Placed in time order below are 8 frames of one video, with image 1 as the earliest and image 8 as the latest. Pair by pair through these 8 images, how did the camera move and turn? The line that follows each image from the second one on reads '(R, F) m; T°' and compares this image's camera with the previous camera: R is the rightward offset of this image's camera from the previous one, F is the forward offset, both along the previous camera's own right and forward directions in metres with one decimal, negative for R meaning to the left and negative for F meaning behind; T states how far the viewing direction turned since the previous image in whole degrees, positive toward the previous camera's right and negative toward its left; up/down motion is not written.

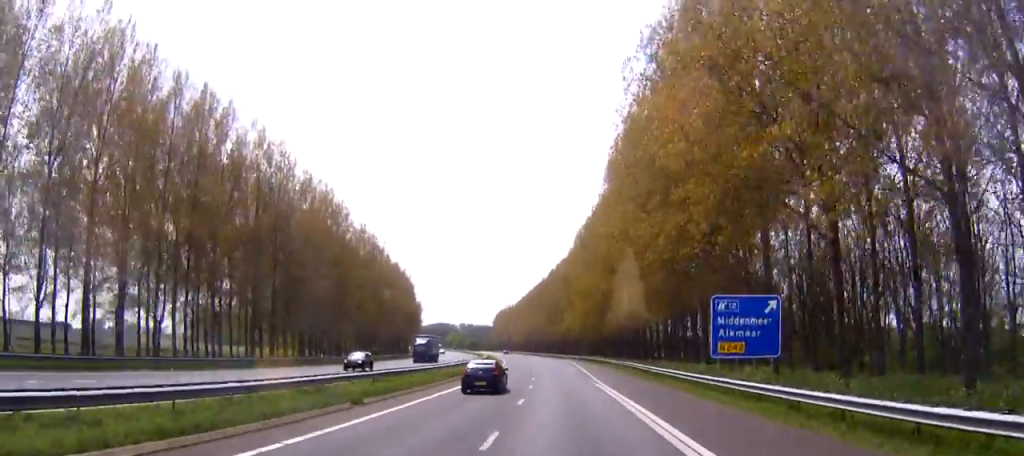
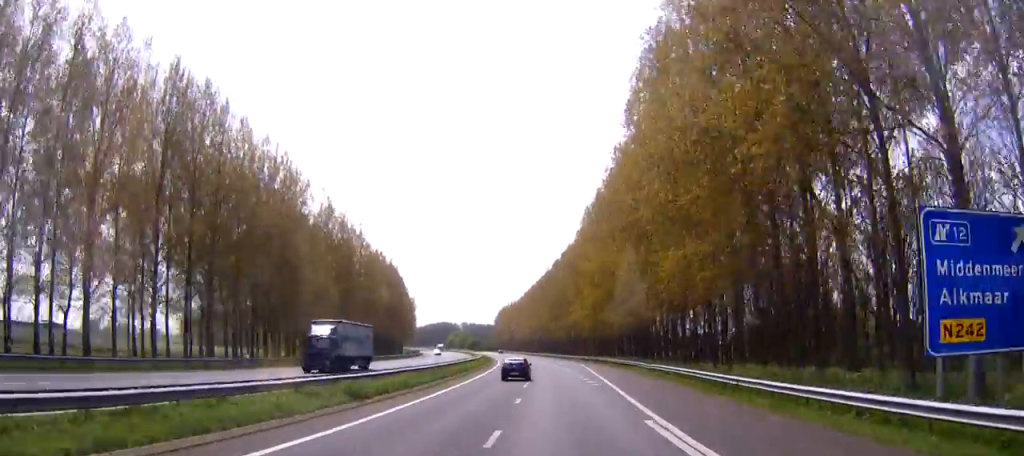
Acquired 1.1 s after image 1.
(0.0, +23.4) m; -1°
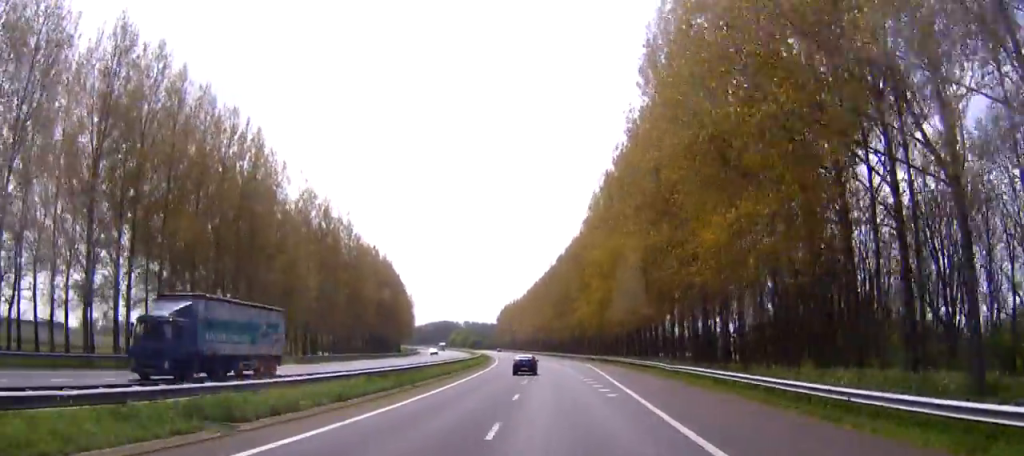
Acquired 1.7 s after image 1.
(0.0, +11.0) m; 0°
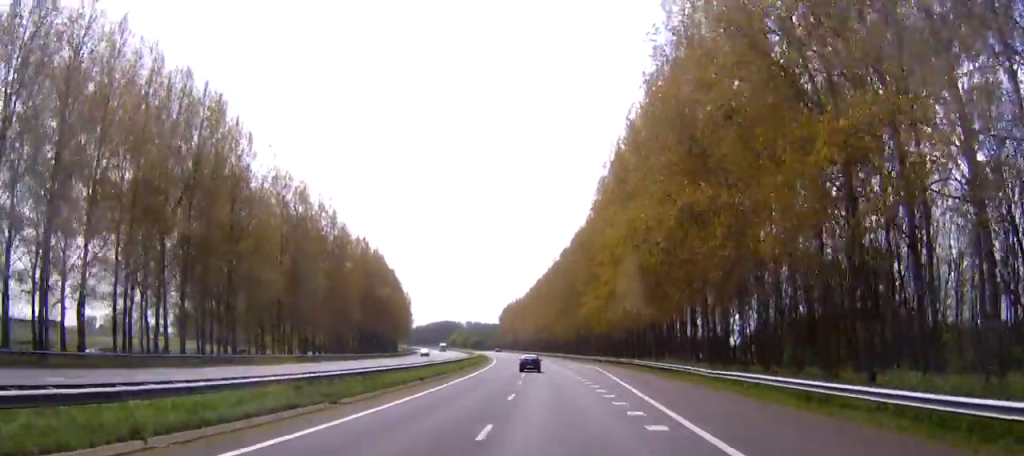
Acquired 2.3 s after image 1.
(-0.1, +12.5) m; 0°
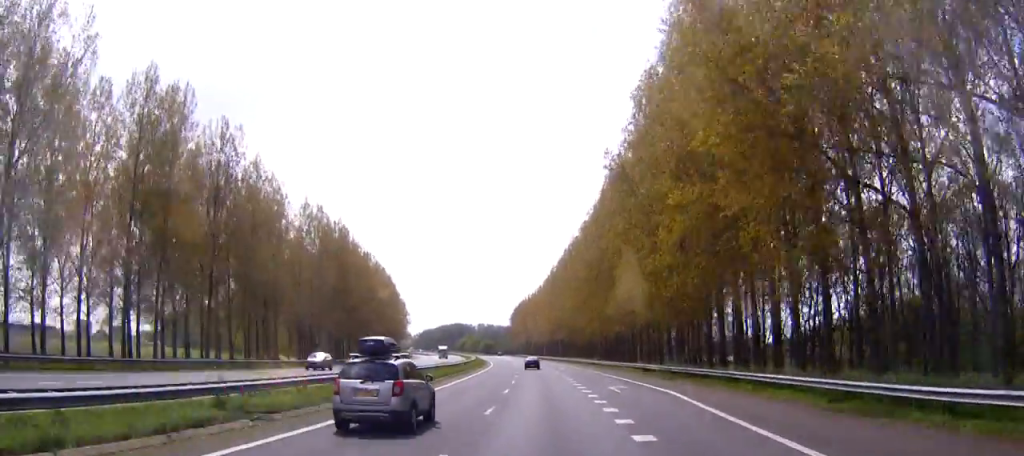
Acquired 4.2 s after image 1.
(-0.5, +41.0) m; -2°
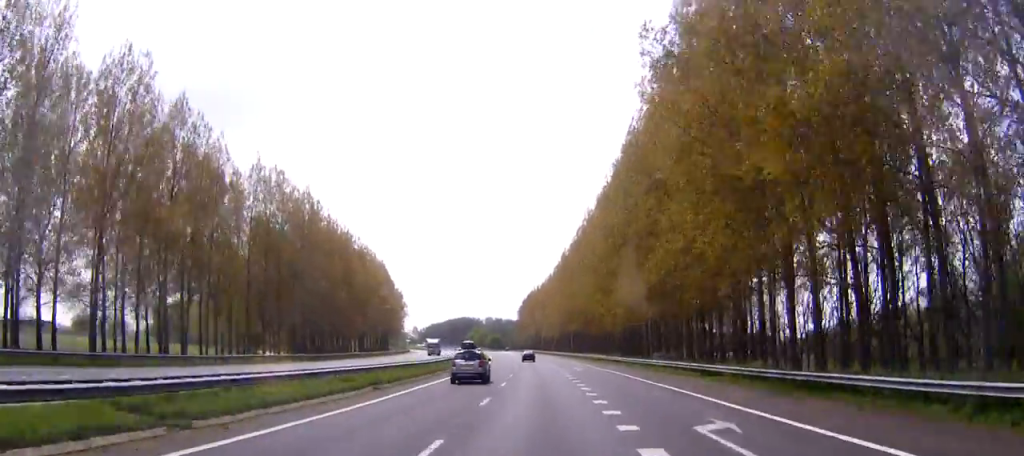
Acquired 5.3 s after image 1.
(-0.3, +22.5) m; -1°
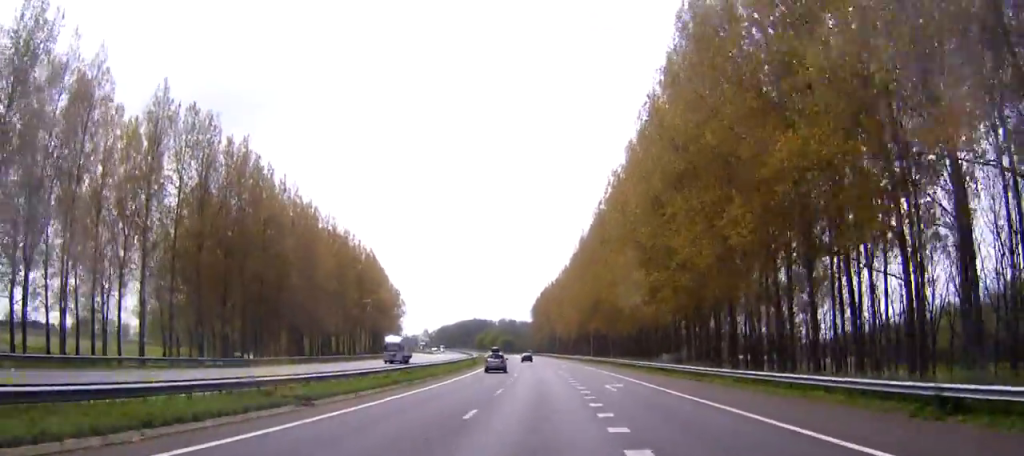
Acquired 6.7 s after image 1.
(-0.2, +27.1) m; -1°
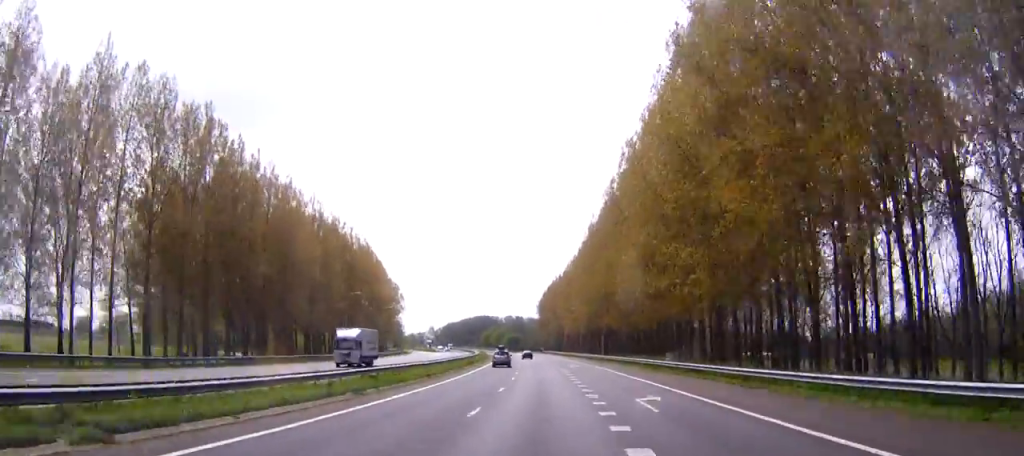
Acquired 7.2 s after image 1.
(-0.1, +11.6) m; 0°
